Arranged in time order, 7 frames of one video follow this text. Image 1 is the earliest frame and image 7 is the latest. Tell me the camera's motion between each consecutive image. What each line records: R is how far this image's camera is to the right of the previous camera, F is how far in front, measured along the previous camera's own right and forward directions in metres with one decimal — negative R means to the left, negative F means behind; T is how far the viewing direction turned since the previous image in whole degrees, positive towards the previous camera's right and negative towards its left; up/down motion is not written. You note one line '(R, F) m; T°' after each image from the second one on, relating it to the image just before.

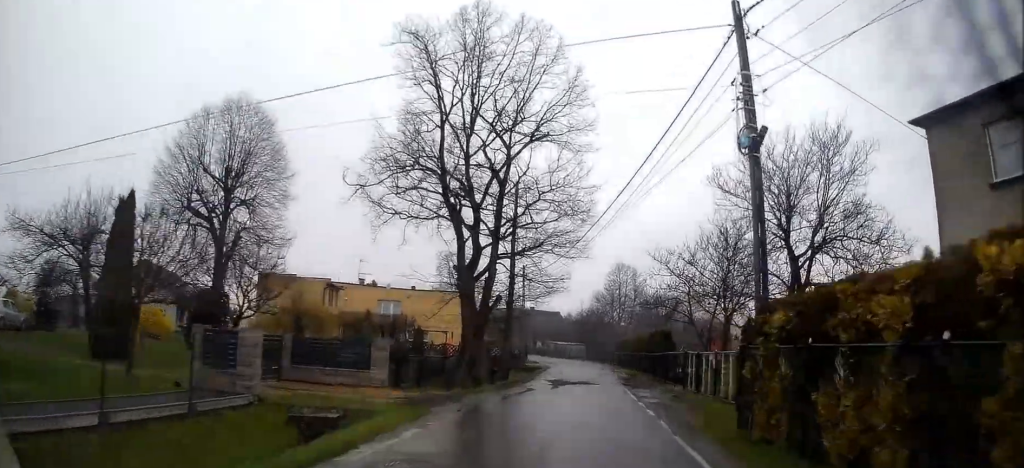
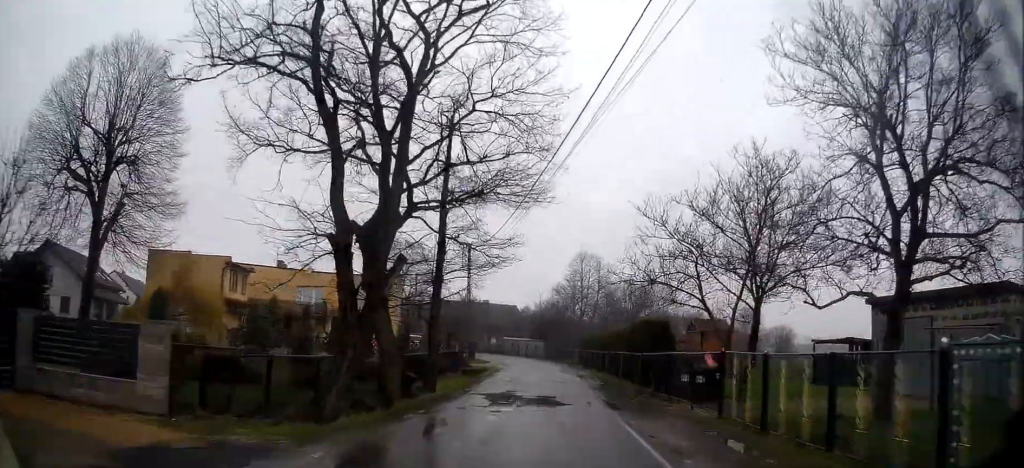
(+1.1, +9.7) m; +12°
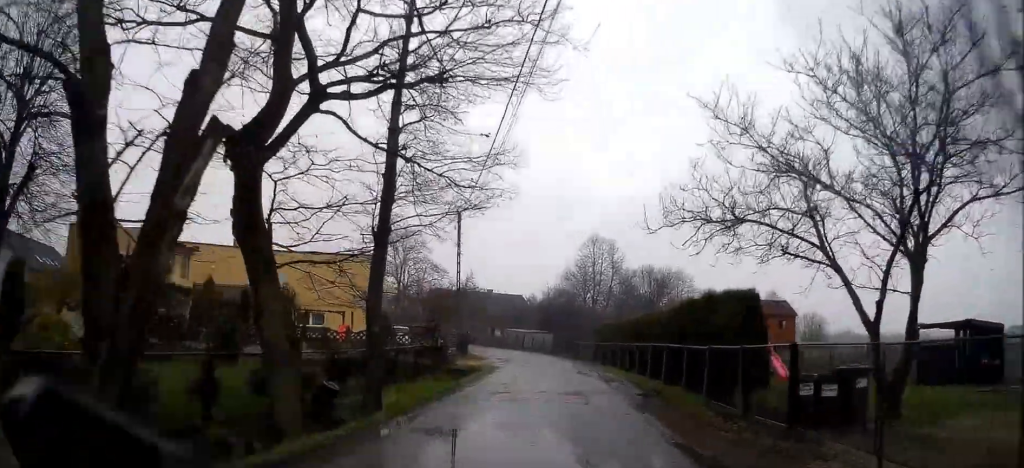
(+0.6, +9.3) m; +3°
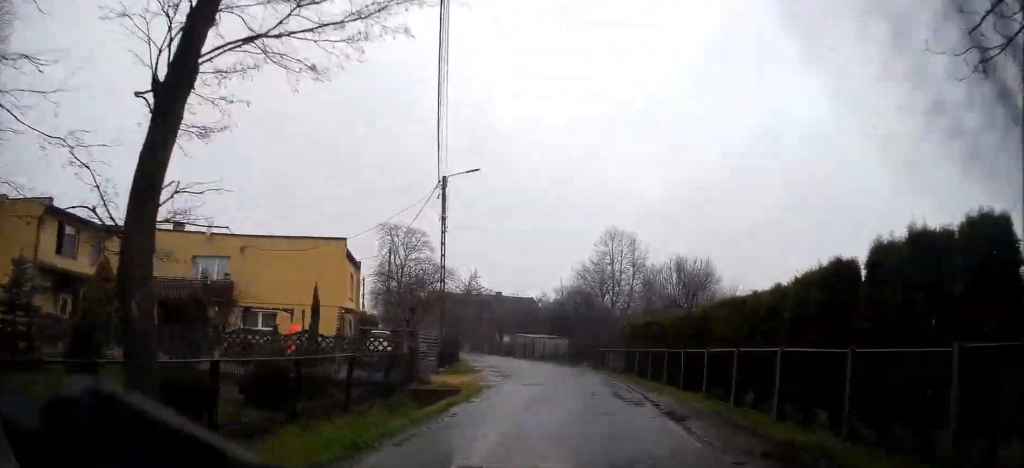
(-0.4, +10.6) m; -5°
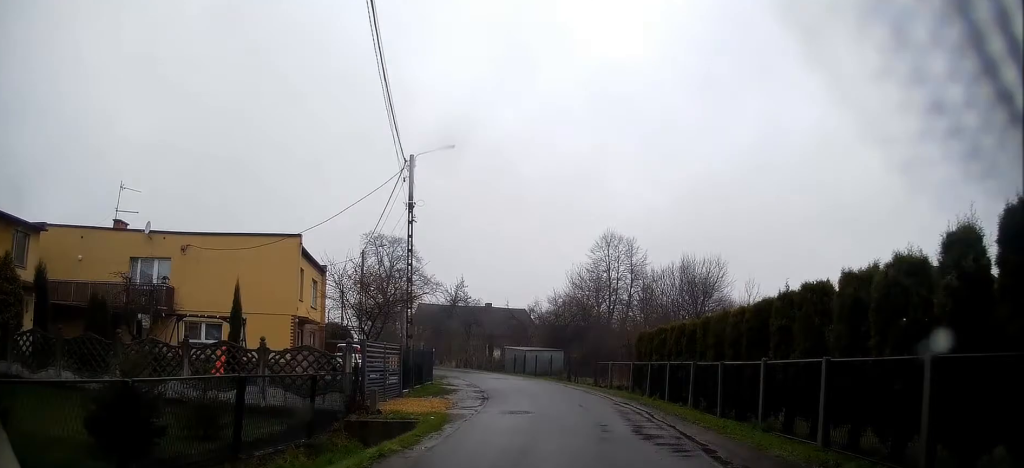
(-0.2, +5.6) m; -2°
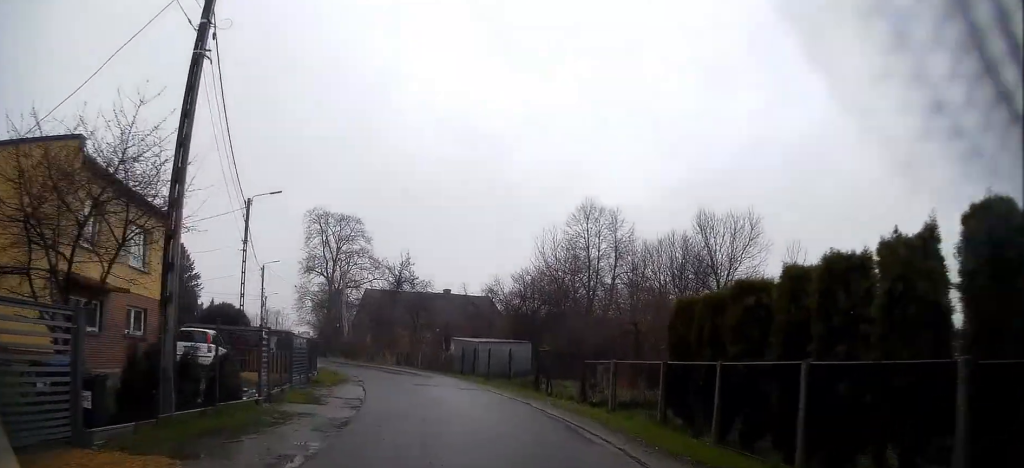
(-0.3, +13.2) m; -3°
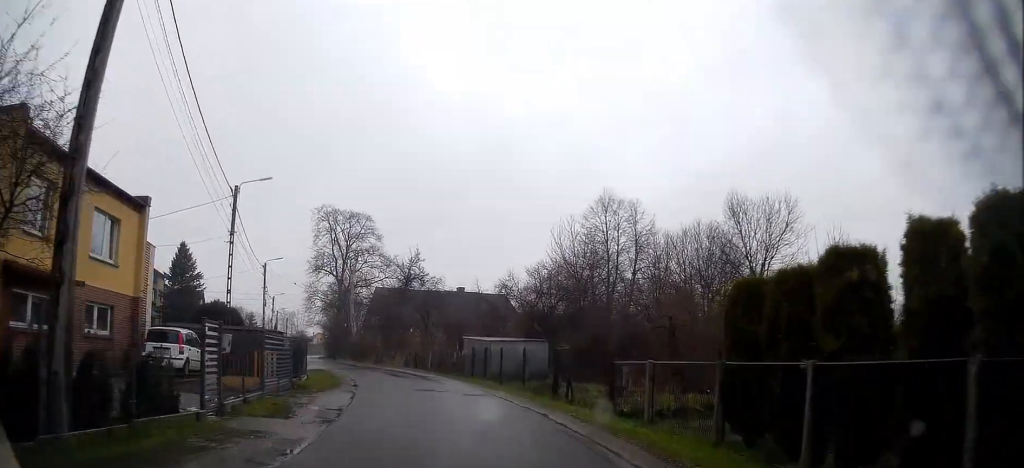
(-0.1, +2.5) m; -1°
